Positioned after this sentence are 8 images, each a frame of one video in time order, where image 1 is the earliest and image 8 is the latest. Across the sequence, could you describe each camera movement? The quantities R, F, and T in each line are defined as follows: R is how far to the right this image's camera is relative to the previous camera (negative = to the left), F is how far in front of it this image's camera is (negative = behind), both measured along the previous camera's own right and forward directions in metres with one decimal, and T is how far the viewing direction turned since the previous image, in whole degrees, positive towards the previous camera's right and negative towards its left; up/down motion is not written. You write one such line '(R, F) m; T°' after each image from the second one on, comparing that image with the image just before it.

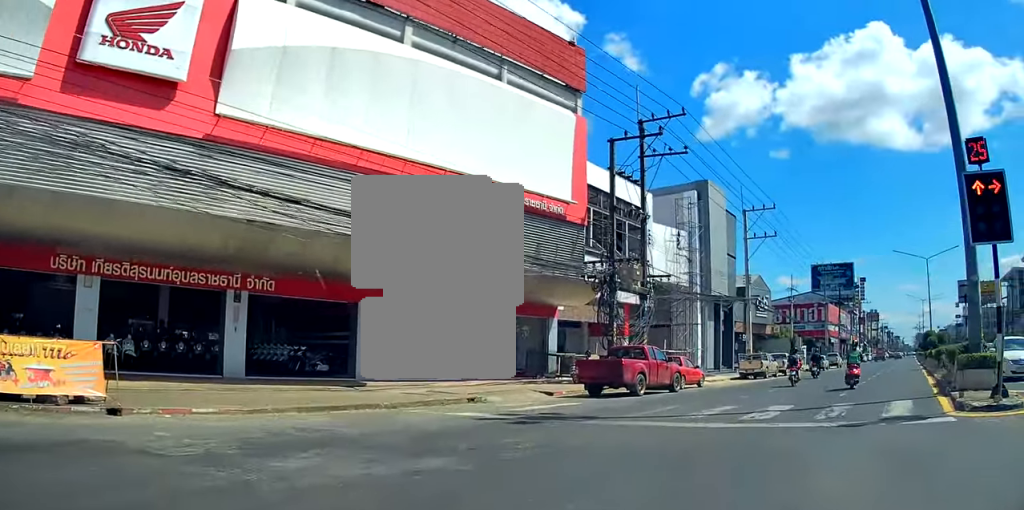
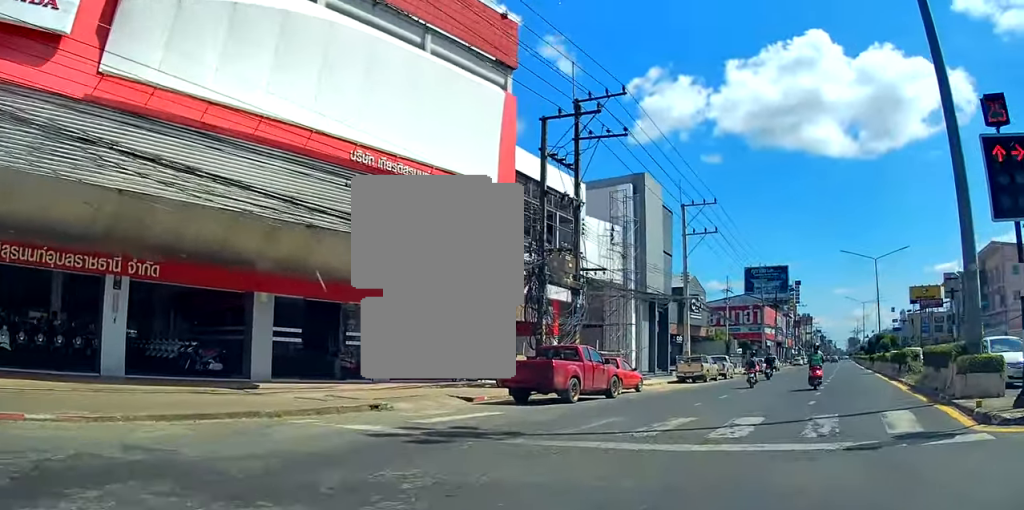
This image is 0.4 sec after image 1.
(0.0, +2.7) m; +1°
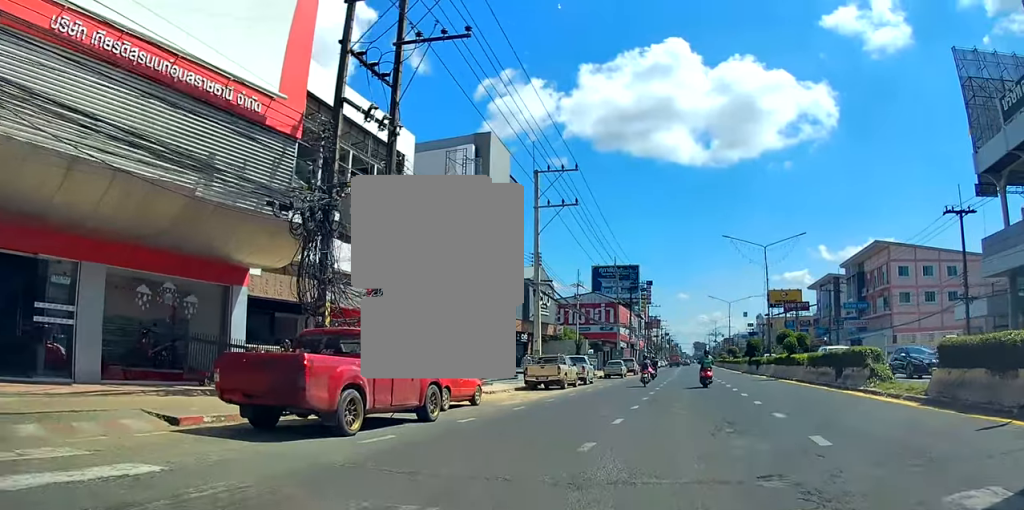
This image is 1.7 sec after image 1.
(+1.0, +7.5) m; +23°
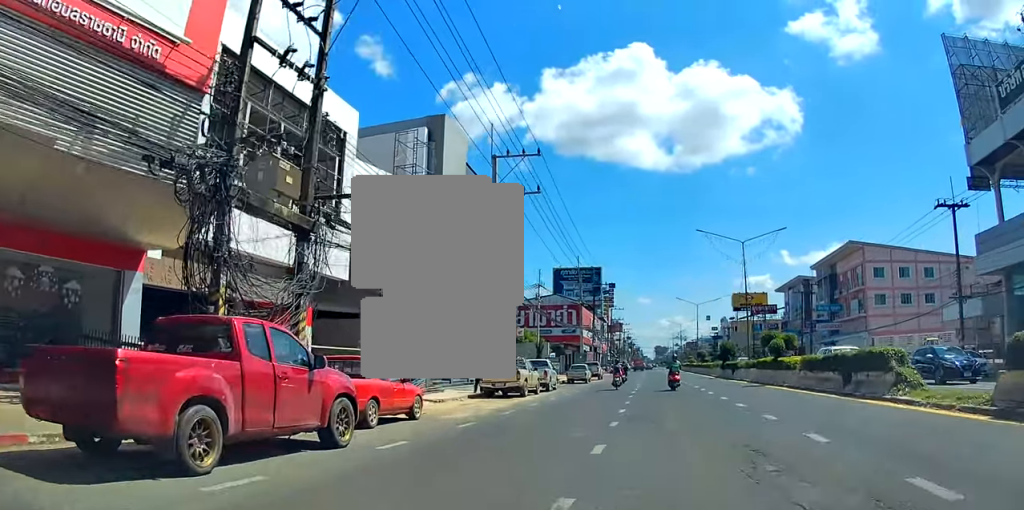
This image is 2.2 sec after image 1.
(+1.0, +3.1) m; +3°
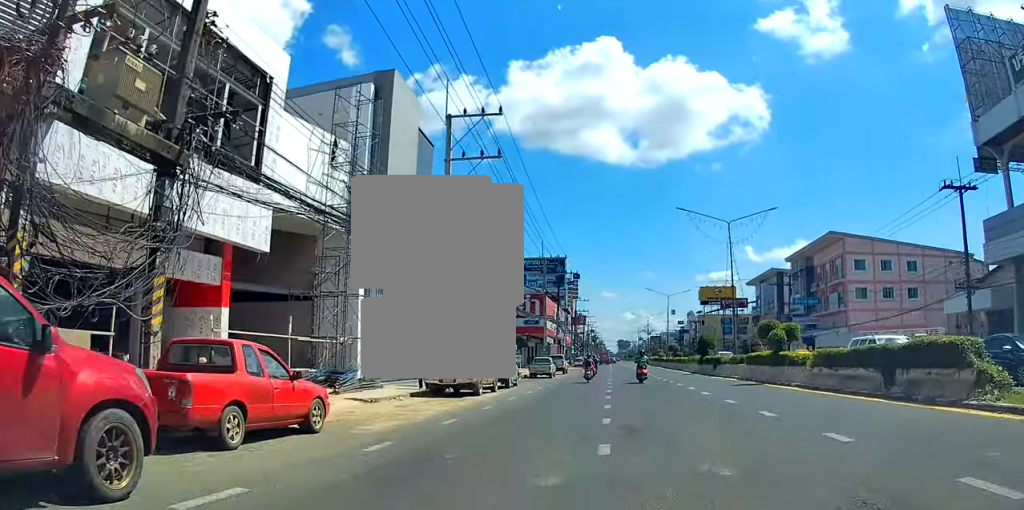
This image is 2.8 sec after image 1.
(+0.2, +4.5) m; +3°
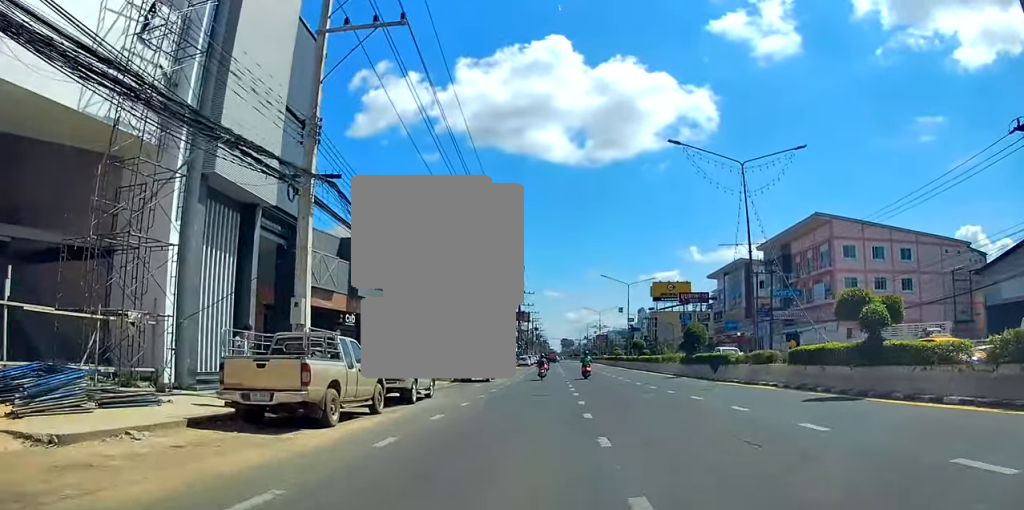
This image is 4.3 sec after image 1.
(+0.4, +11.0) m; +6°
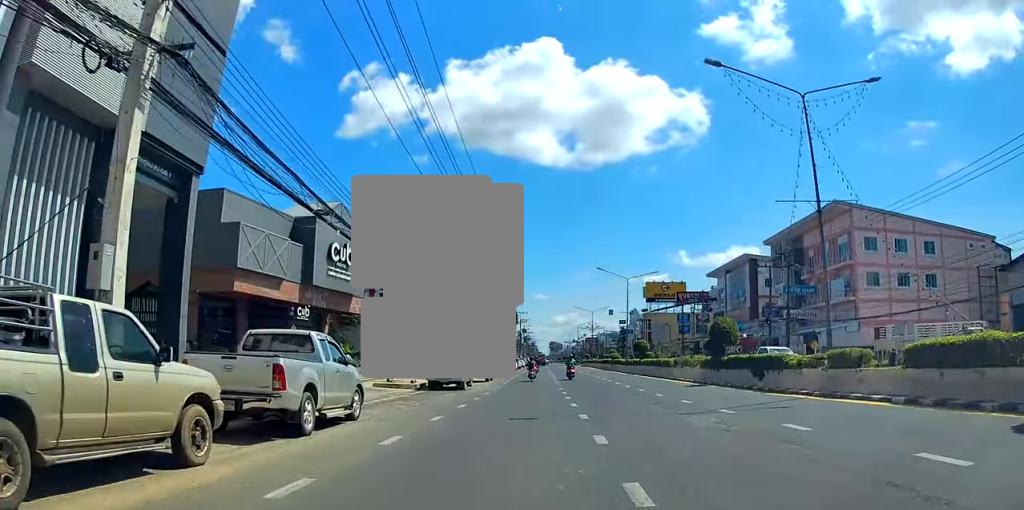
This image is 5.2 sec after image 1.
(-0.2, +7.4) m; -2°
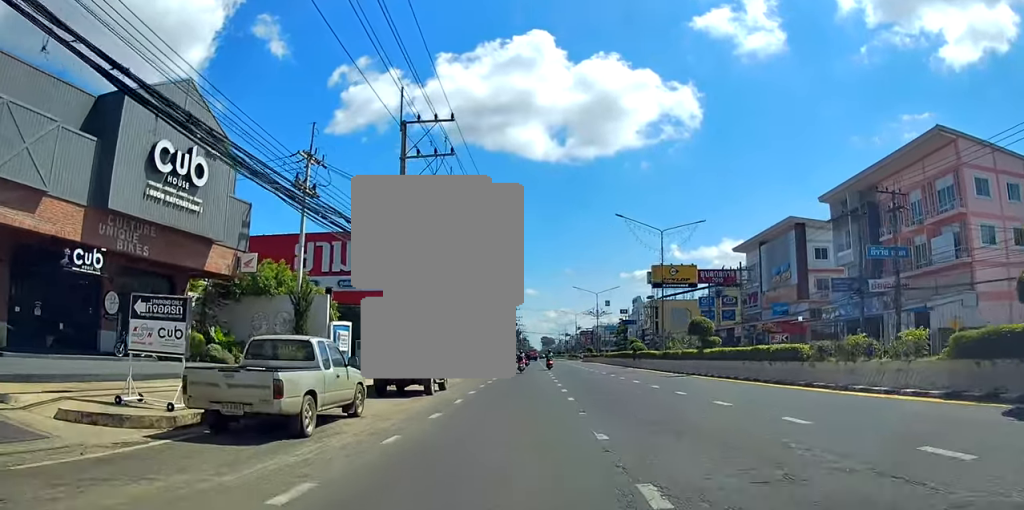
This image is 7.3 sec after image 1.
(+1.6, +20.4) m; +9°
